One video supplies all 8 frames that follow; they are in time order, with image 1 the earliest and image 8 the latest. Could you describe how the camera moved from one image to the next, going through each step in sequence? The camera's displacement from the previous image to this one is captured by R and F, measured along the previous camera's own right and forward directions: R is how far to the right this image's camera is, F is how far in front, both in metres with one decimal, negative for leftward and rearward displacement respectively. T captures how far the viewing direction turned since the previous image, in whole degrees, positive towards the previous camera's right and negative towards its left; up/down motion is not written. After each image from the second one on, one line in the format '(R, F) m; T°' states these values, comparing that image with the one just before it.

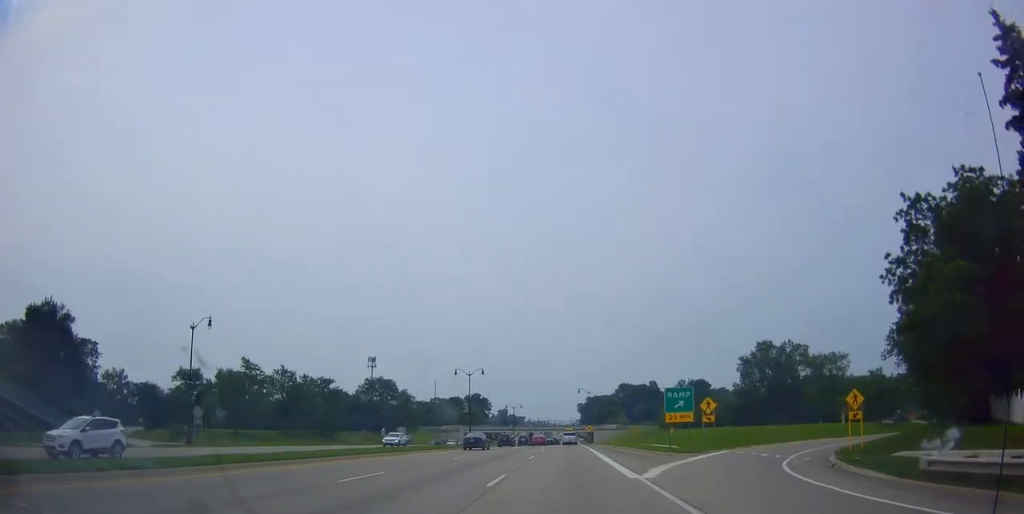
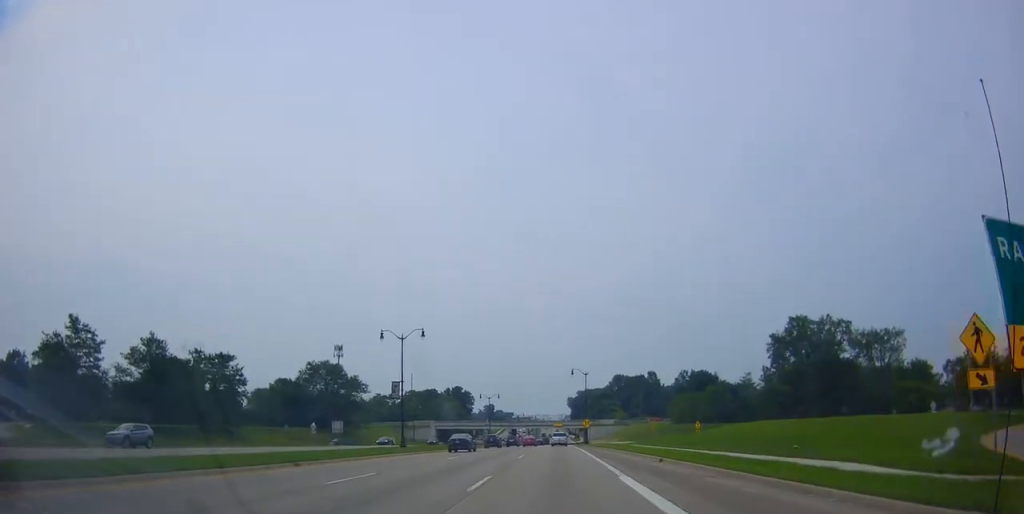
(+0.1, +31.0) m; +2°
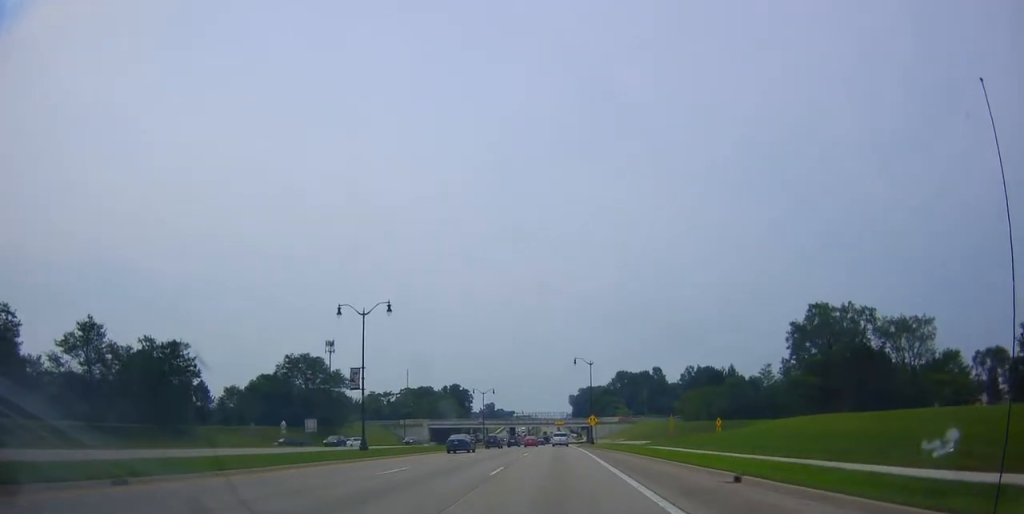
(+0.2, +11.0) m; 0°
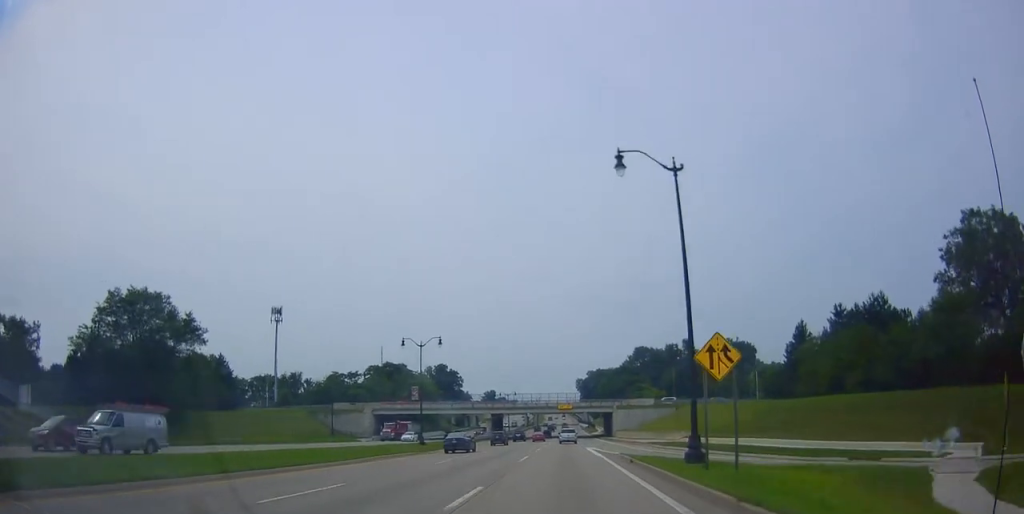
(-1.5, +54.2) m; -1°
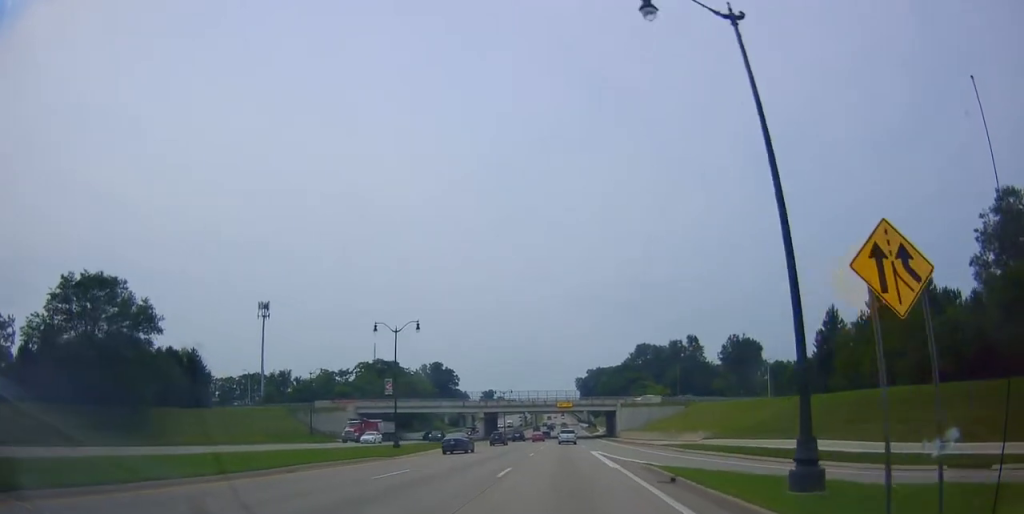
(+0.1, +8.9) m; +1°
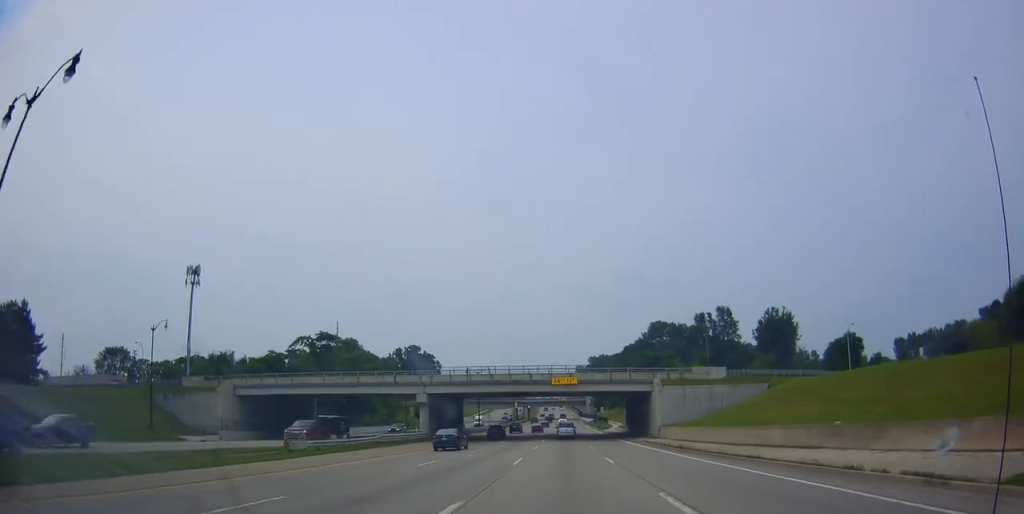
(+1.3, +40.8) m; +2°
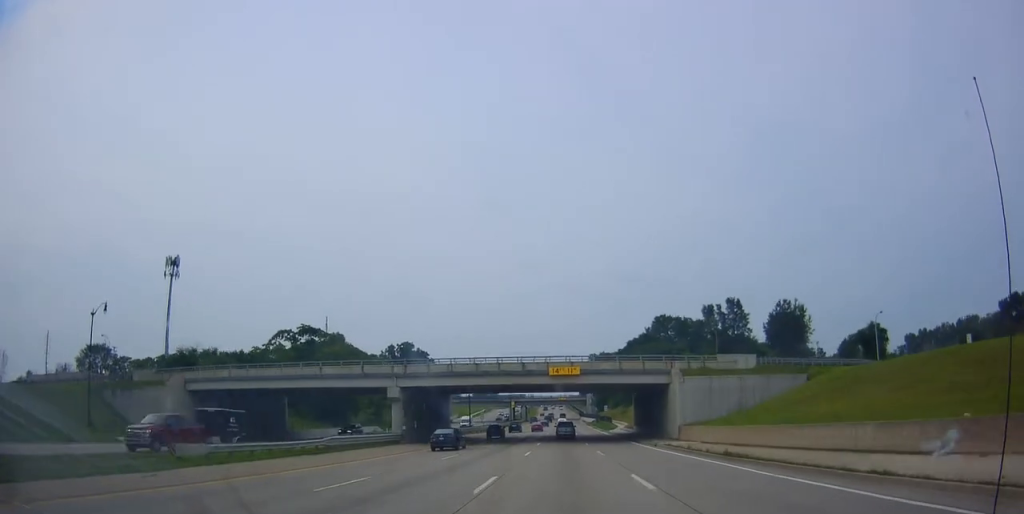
(0.0, +9.8) m; 0°
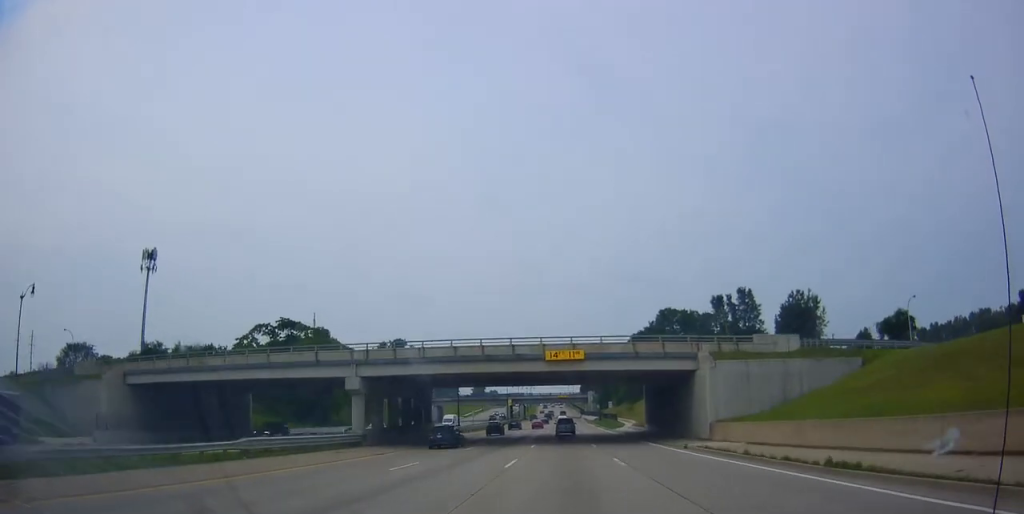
(+0.1, +9.8) m; 0°
